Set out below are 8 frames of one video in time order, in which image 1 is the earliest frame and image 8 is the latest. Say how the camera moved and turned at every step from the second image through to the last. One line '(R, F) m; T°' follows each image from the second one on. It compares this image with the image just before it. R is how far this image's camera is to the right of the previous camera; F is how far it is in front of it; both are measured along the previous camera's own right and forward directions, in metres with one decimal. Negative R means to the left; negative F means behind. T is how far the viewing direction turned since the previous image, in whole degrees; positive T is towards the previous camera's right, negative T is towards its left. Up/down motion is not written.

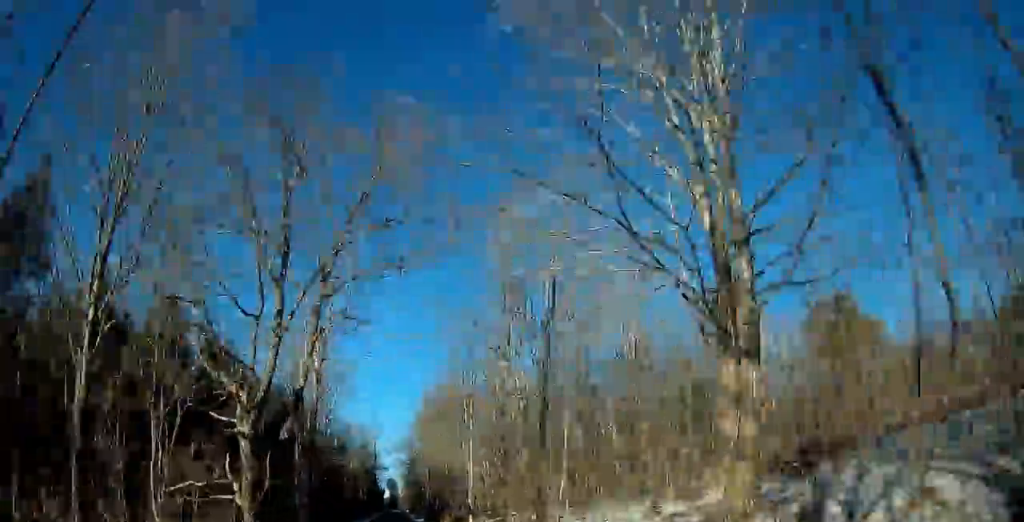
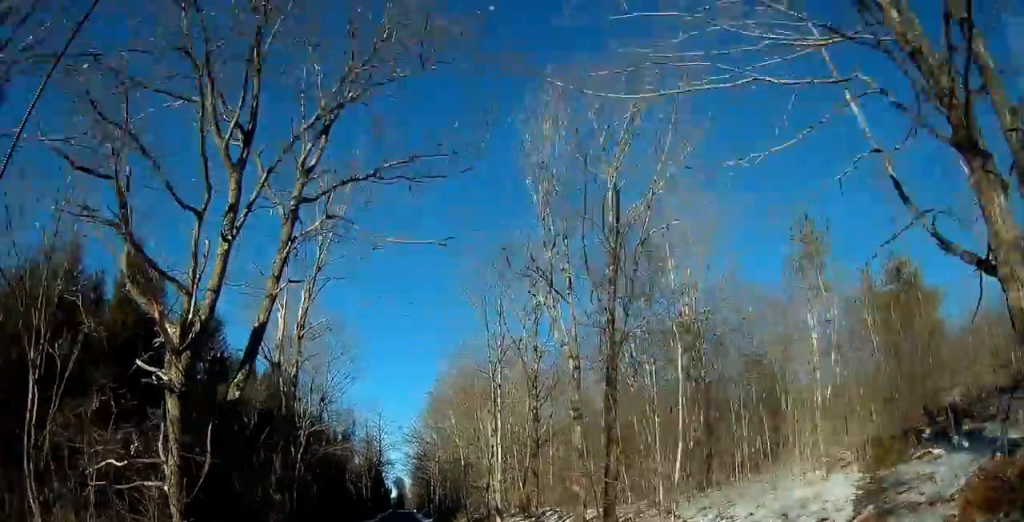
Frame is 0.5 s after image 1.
(-0.2, +7.4) m; -1°
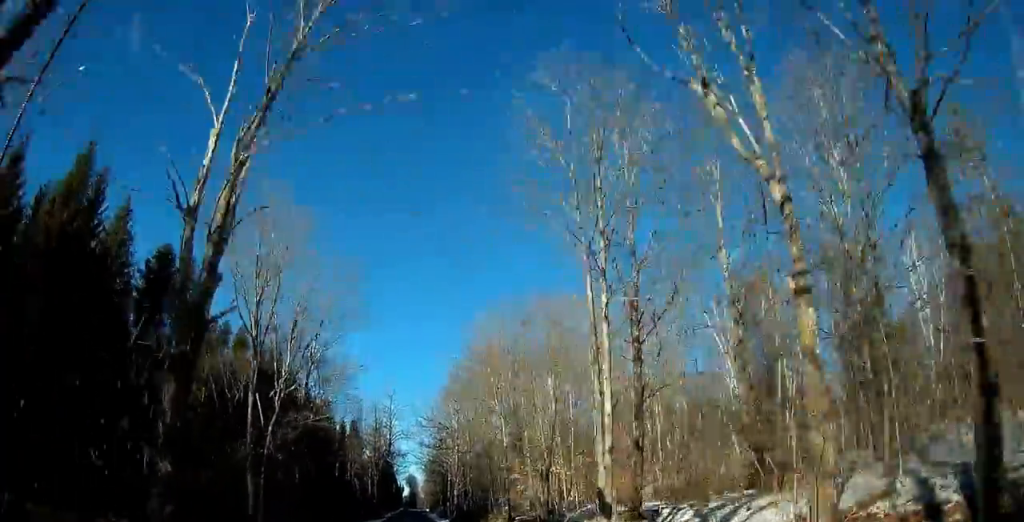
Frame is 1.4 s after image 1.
(+0.1, +12.1) m; 0°
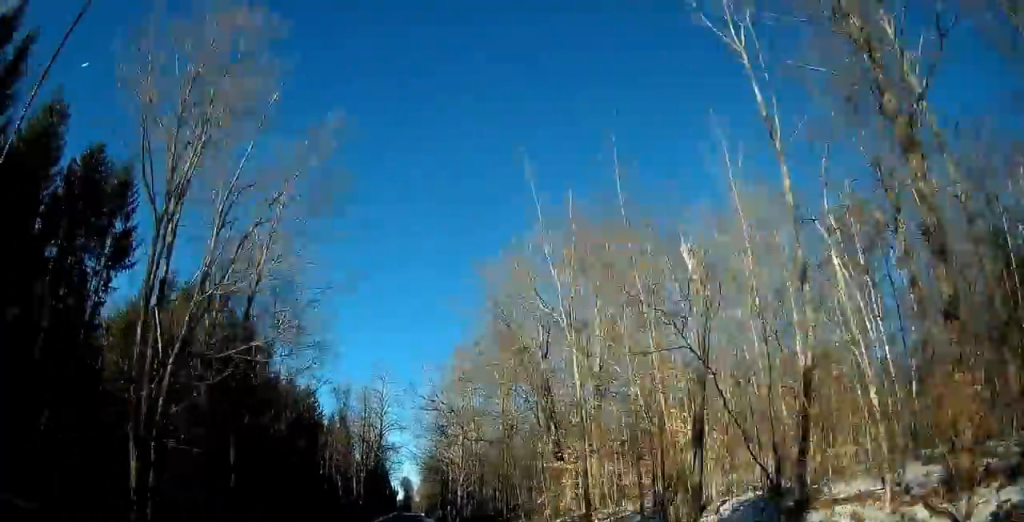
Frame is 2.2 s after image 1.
(+0.1, +12.6) m; +1°
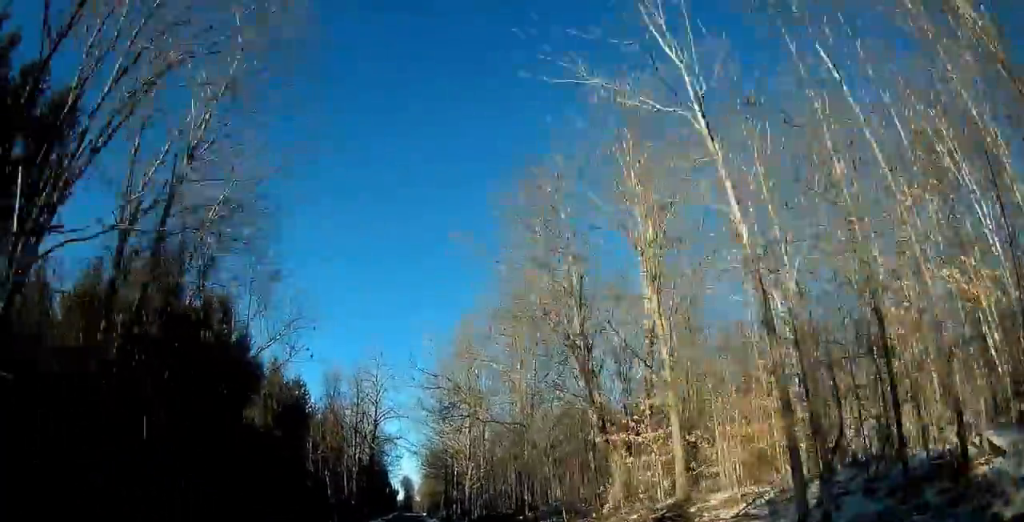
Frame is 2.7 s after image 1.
(0.0, +8.2) m; +1°
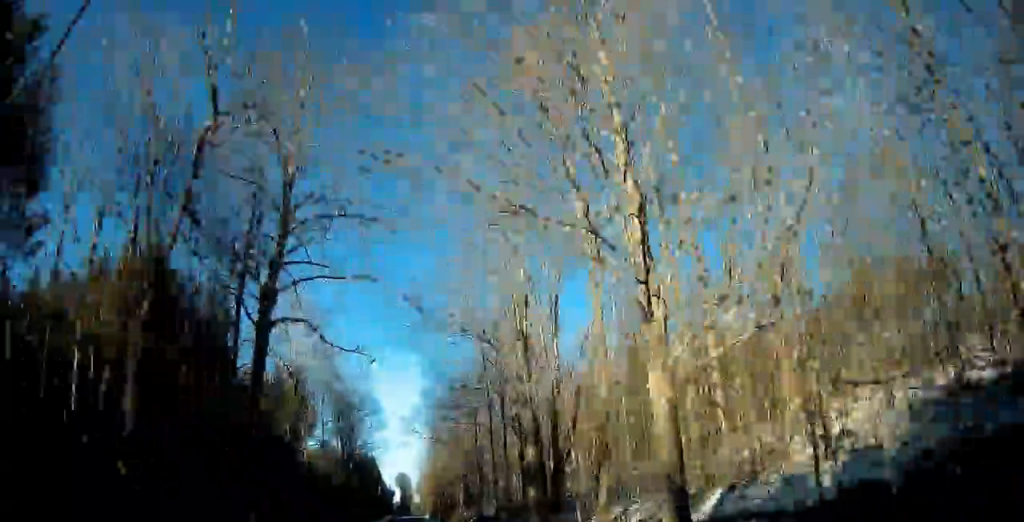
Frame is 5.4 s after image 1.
(-0.4, +41.5) m; 0°
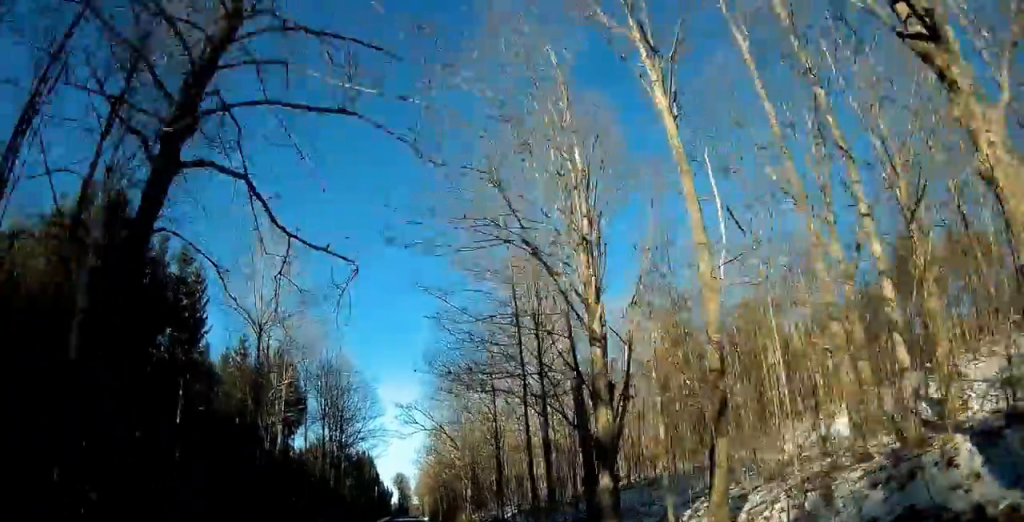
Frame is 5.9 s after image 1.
(+0.1, +8.4) m; 0°
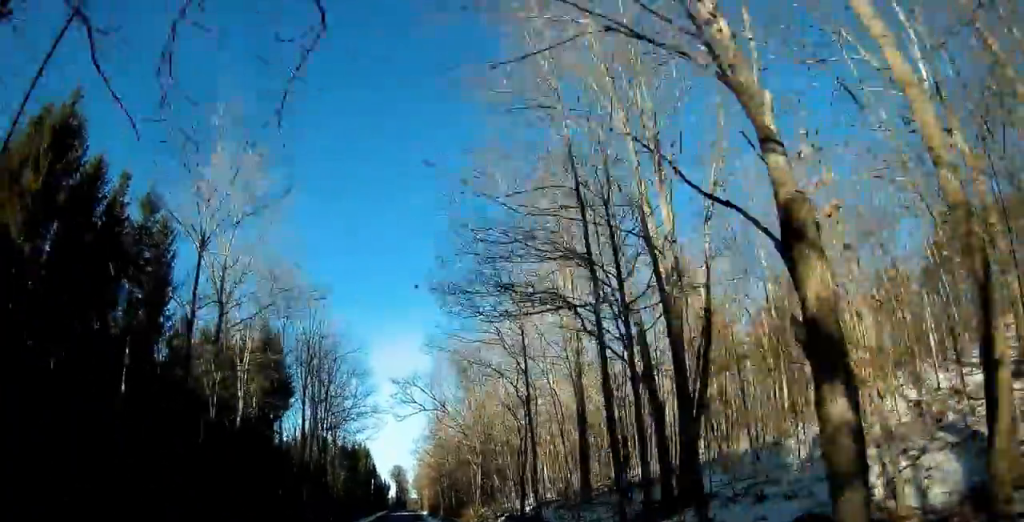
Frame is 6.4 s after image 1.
(+0.2, +7.8) m; 0°
